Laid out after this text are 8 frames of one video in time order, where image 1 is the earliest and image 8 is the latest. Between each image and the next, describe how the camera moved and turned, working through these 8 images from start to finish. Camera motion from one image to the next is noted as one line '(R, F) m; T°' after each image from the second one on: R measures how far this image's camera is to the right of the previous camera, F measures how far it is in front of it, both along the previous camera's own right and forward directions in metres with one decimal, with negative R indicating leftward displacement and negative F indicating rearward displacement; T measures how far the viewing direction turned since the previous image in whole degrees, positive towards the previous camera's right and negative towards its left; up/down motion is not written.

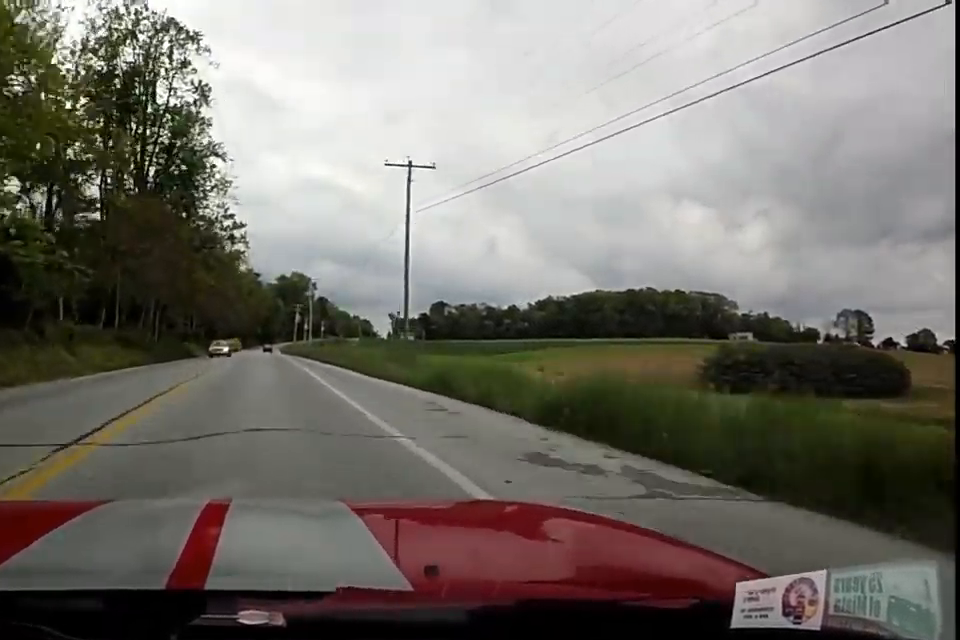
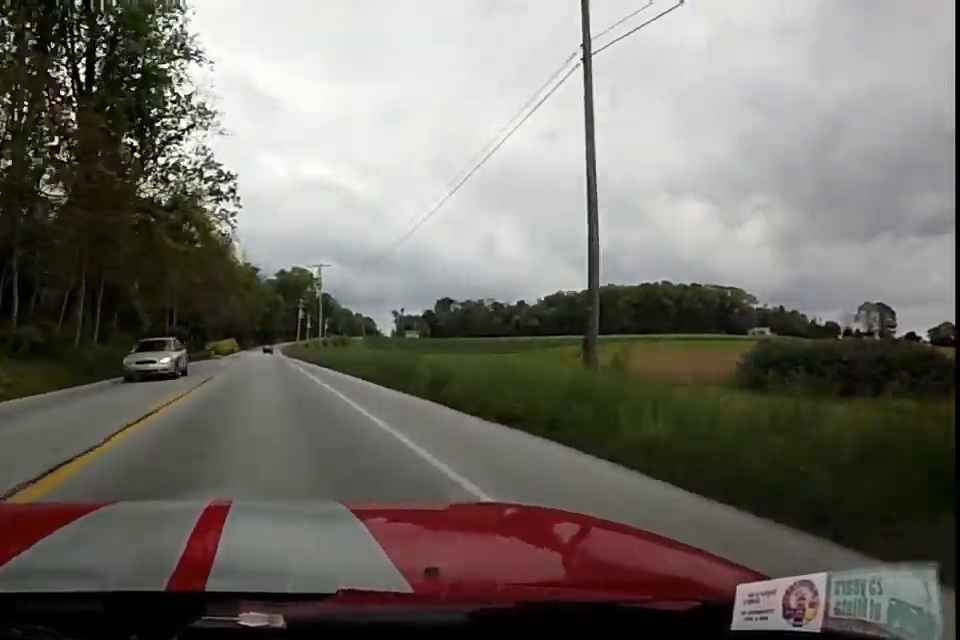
(0.0, +16.6) m; 0°
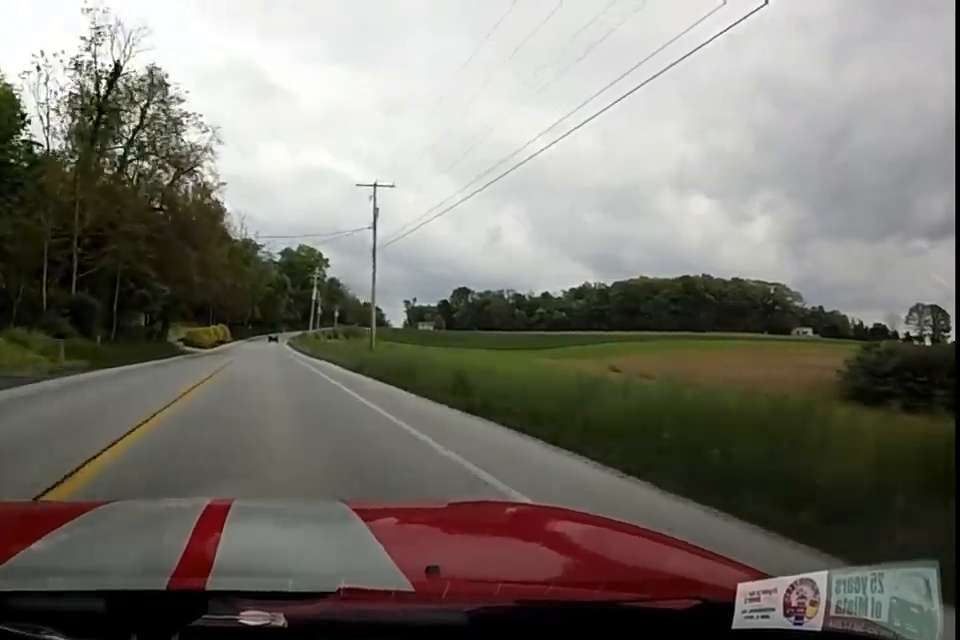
(-0.3, +34.0) m; -1°
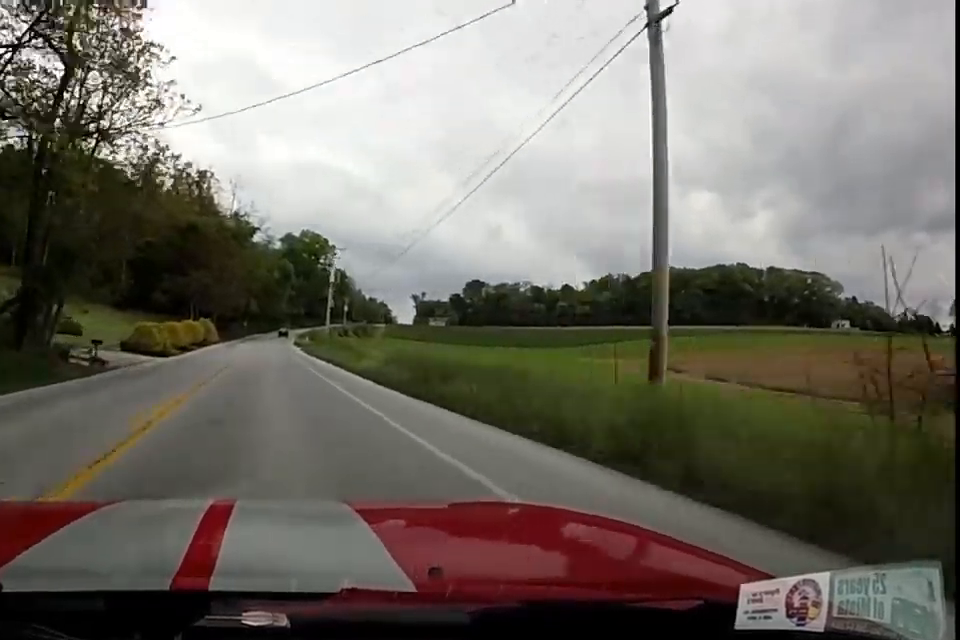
(0.0, +28.2) m; +1°
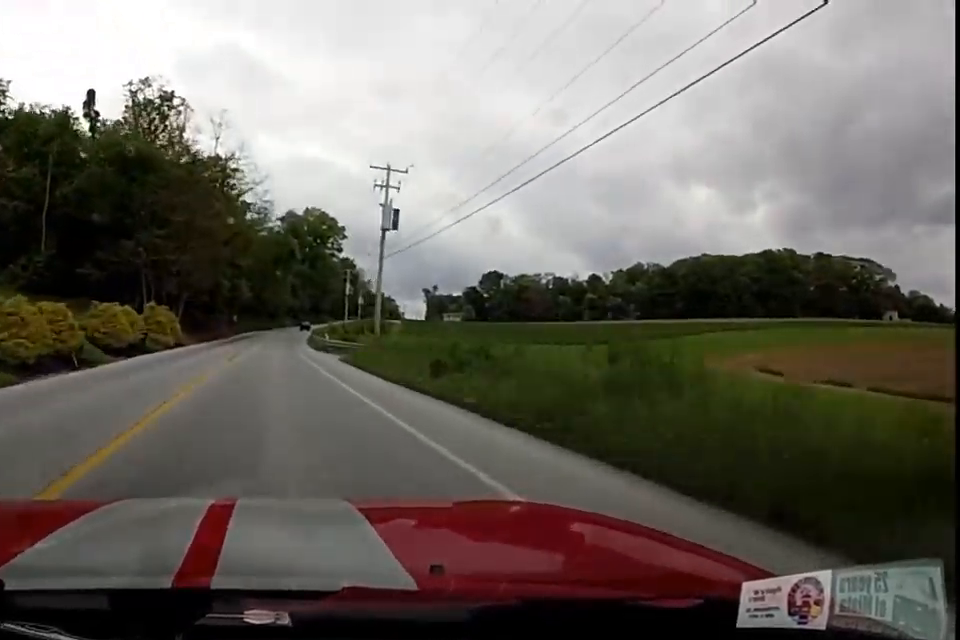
(+0.9, +32.1) m; +2°
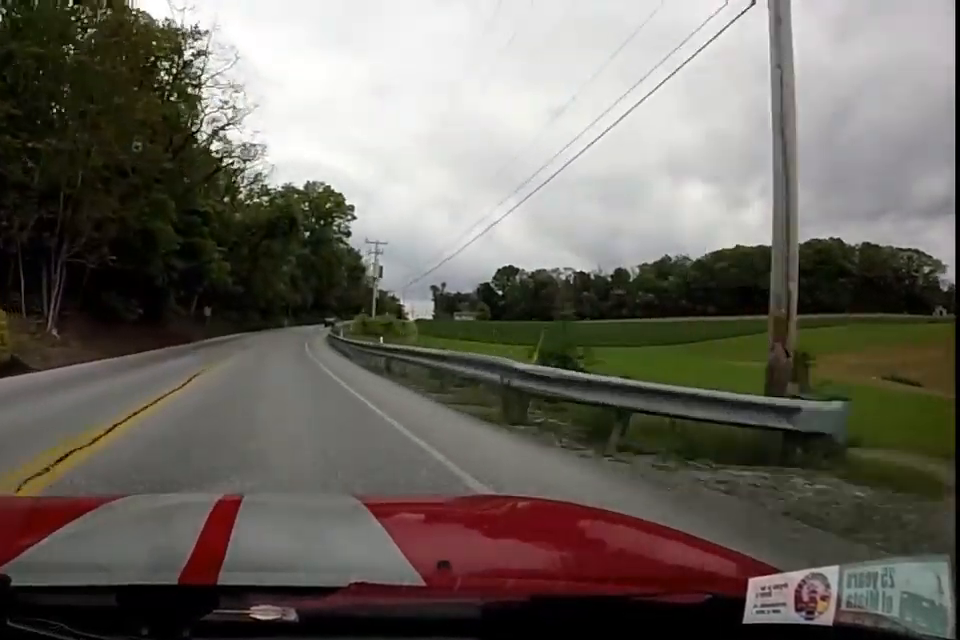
(-0.2, +29.7) m; 0°
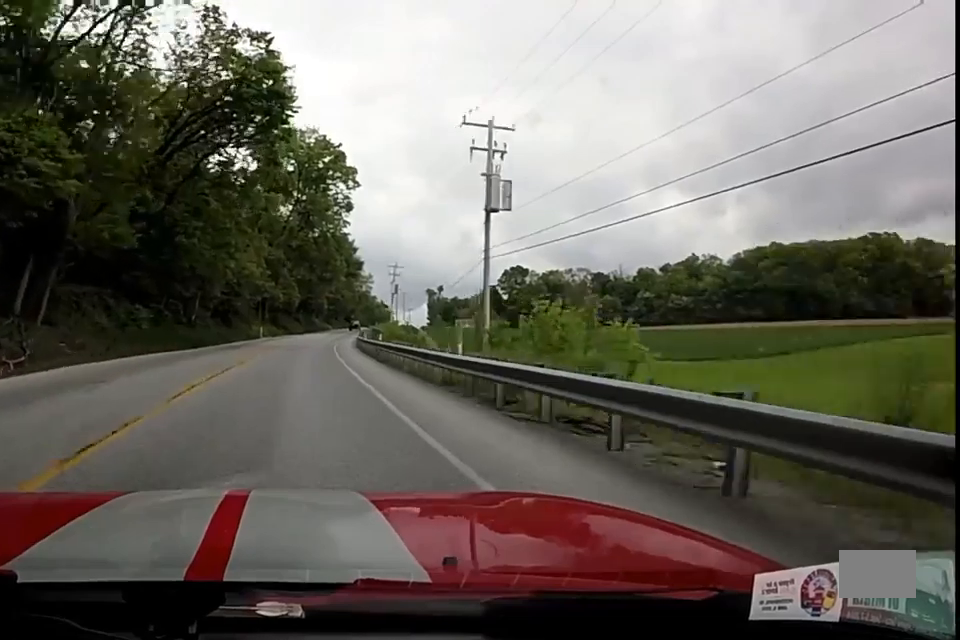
(+1.3, +38.9) m; +3°
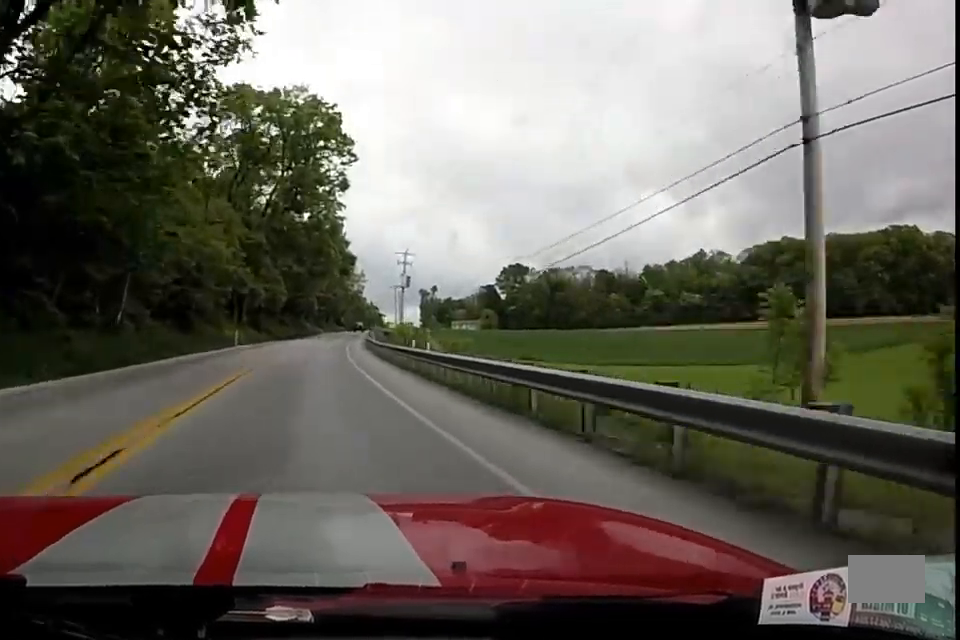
(+0.2, +16.4) m; +1°
